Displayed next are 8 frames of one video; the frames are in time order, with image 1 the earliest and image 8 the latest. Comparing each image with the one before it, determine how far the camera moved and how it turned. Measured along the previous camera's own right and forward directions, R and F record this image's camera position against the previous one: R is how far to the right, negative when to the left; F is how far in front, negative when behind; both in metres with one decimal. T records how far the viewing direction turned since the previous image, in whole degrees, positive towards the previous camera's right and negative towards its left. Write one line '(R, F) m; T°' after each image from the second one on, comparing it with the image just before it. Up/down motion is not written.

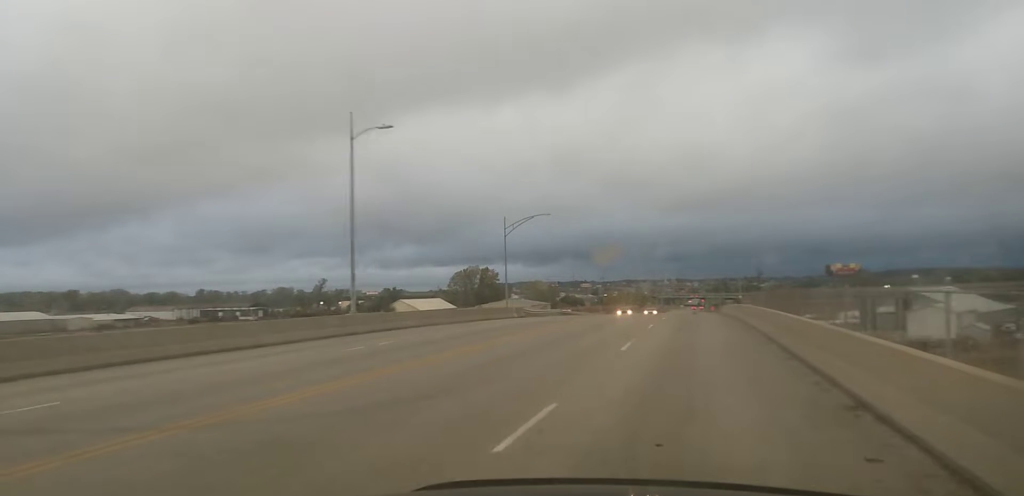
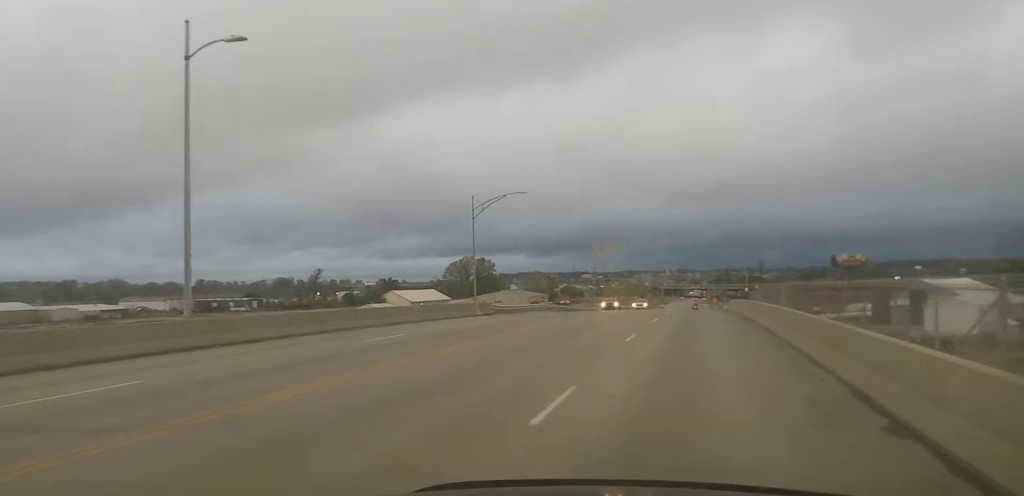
(-0.1, +11.0) m; 0°
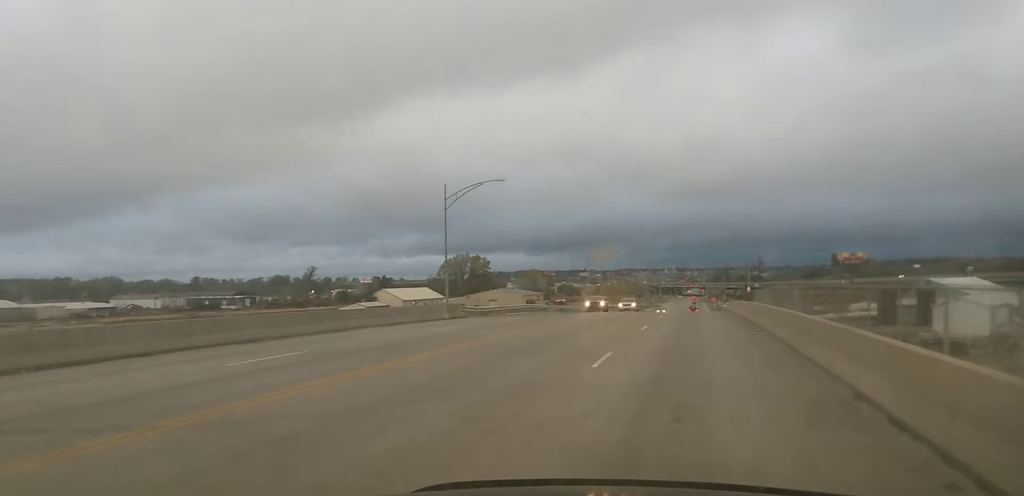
(0.0, +6.4) m; 0°
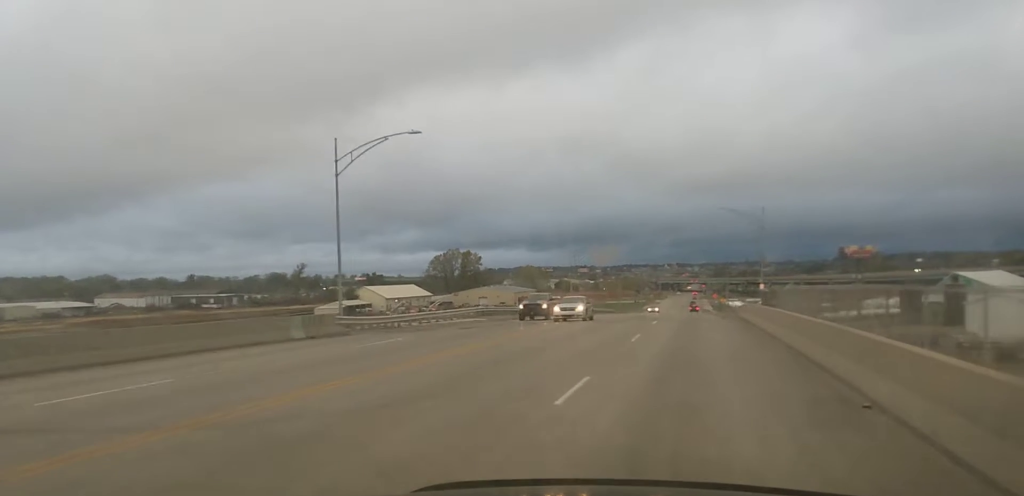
(+0.2, +17.8) m; 0°
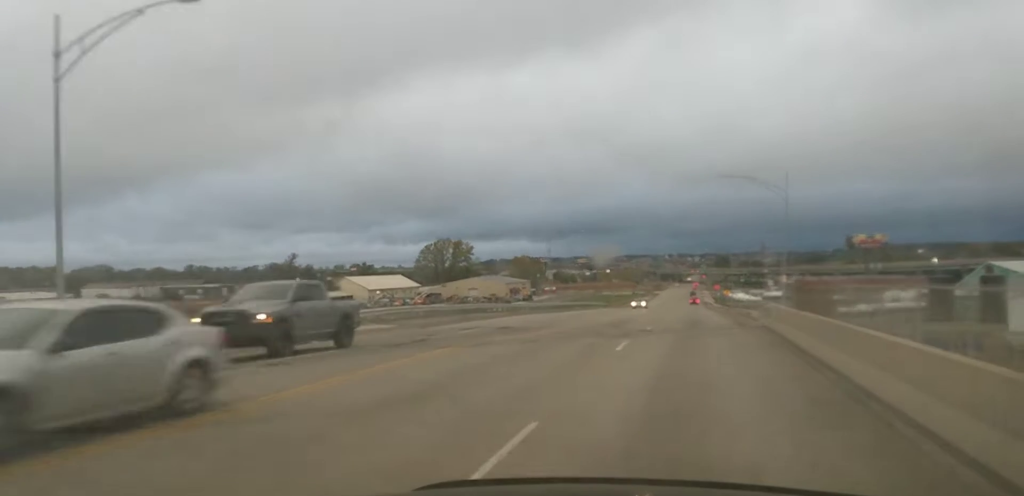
(-0.2, +16.8) m; -3°
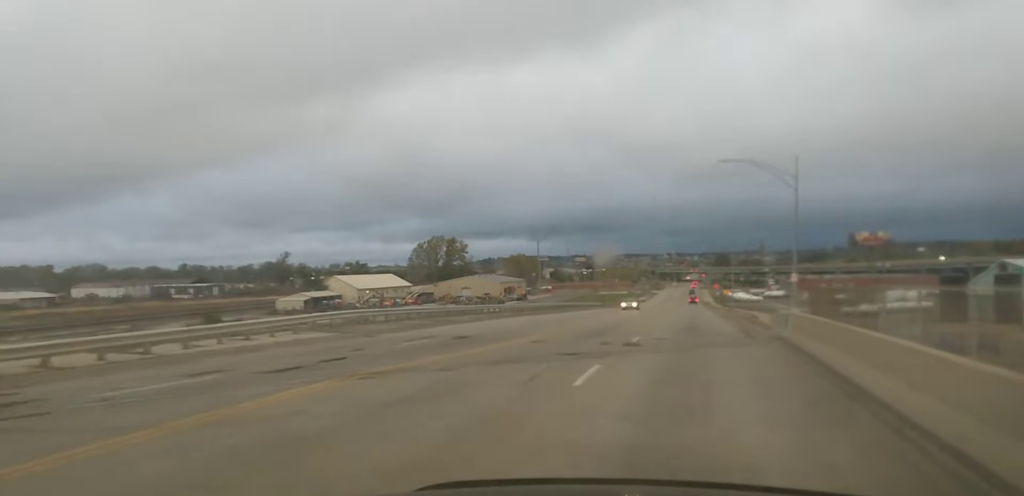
(0.0, +6.5) m; -1°
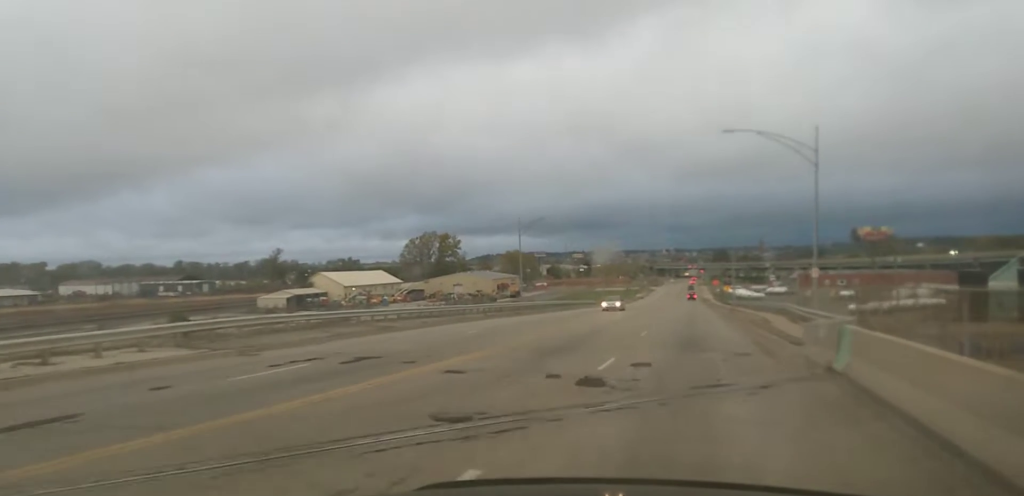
(-0.3, +9.3) m; -2°
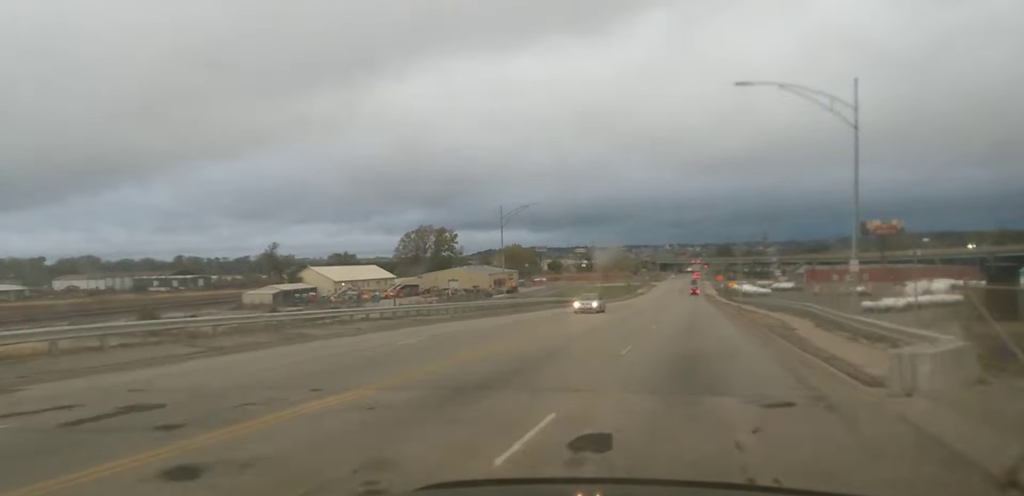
(-0.1, +7.6) m; -1°
